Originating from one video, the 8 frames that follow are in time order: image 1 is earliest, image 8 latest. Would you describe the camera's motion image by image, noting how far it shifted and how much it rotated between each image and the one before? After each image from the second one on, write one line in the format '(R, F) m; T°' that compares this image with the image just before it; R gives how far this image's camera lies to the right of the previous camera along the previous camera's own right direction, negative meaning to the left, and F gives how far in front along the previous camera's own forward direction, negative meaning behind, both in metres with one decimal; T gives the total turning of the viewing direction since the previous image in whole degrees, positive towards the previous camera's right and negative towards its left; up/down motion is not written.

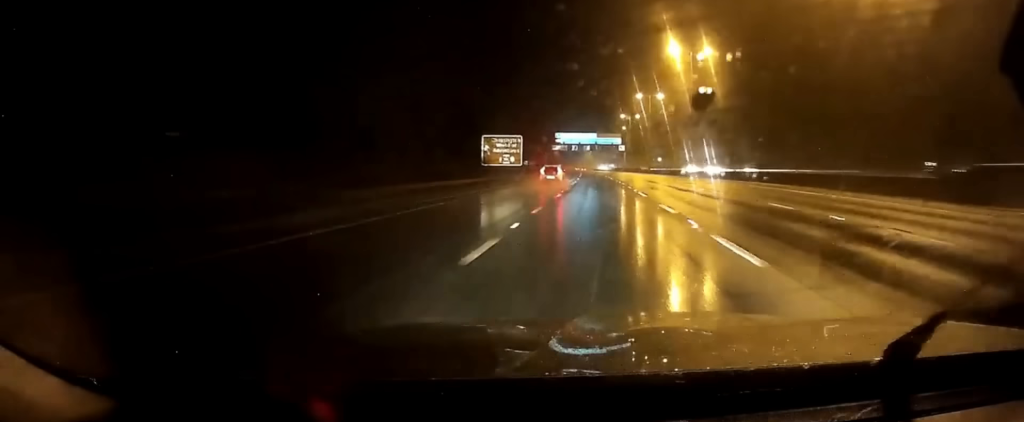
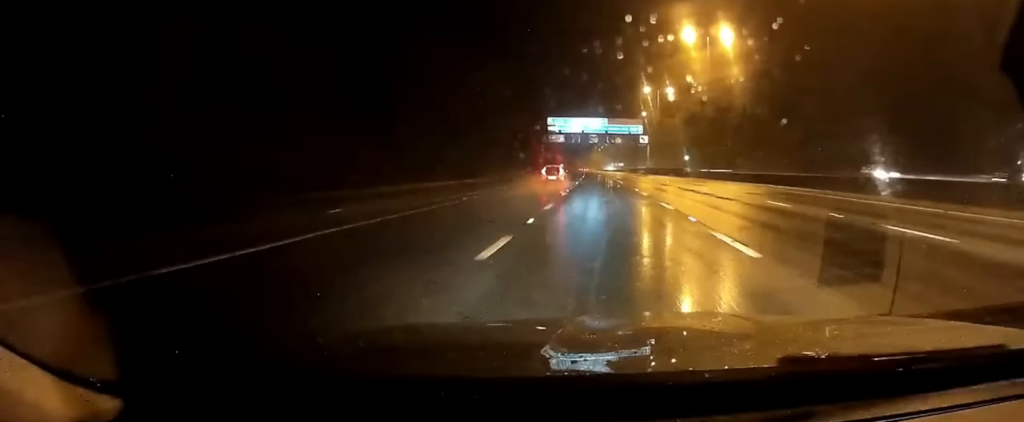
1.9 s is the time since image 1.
(-0.2, +52.5) m; -1°
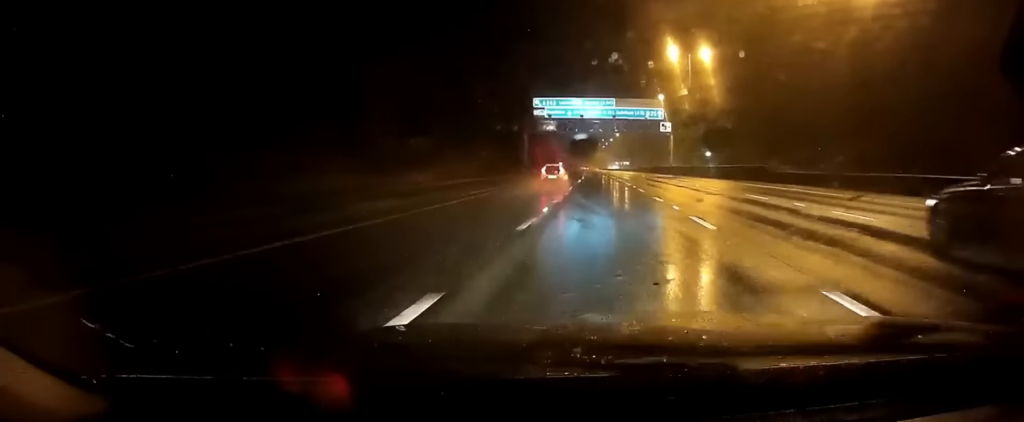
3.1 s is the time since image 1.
(-0.2, +32.4) m; 0°
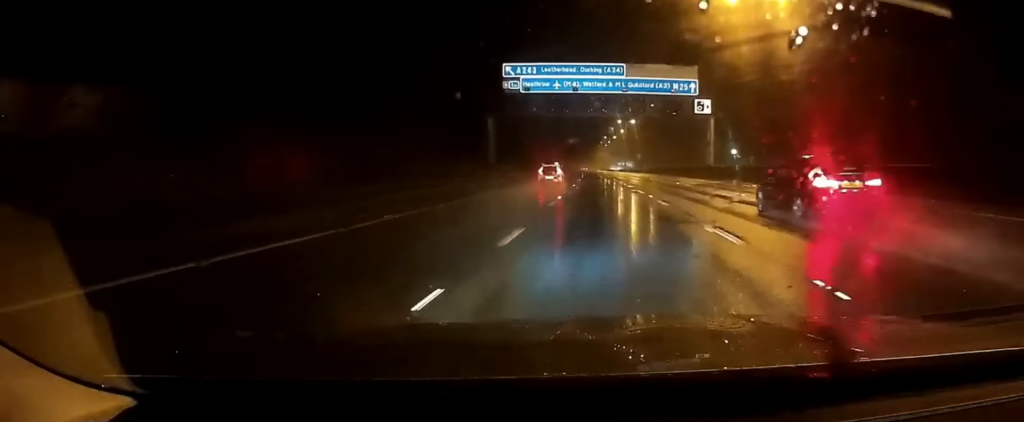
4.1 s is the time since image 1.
(+0.3, +29.6) m; 0°
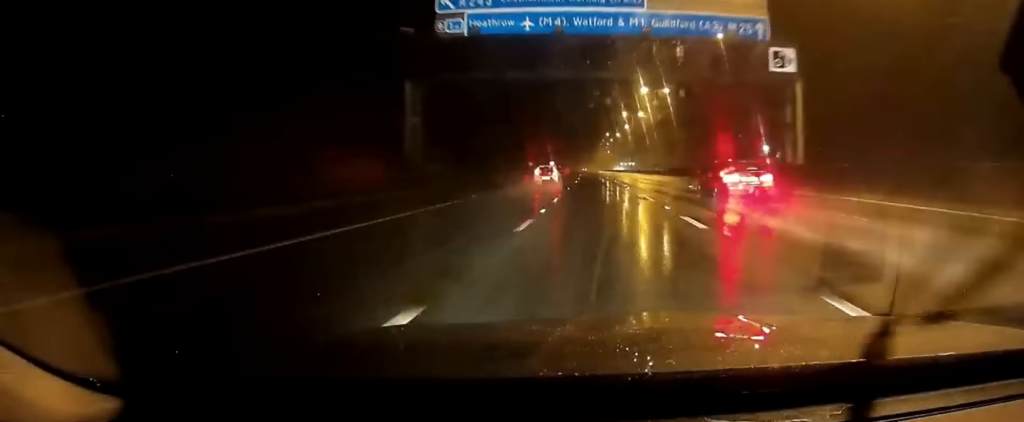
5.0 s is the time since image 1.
(-0.1, +25.0) m; -1°
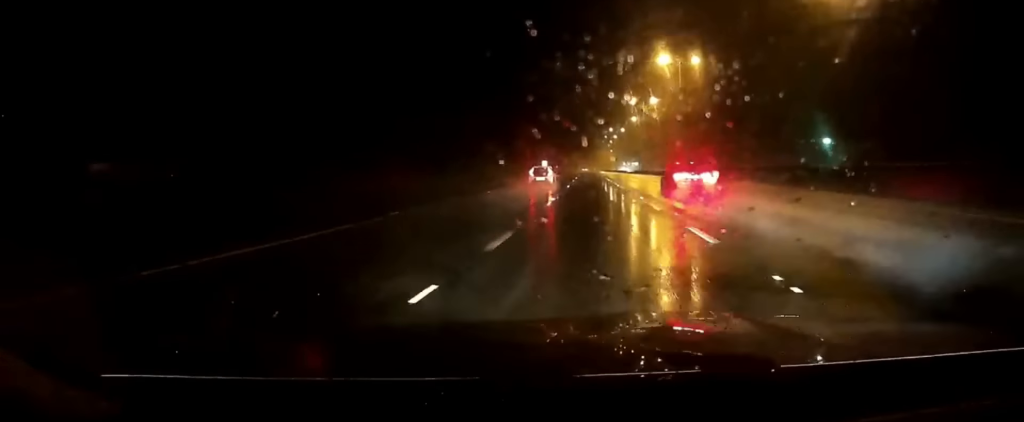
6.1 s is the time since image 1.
(-0.3, +29.4) m; -1°
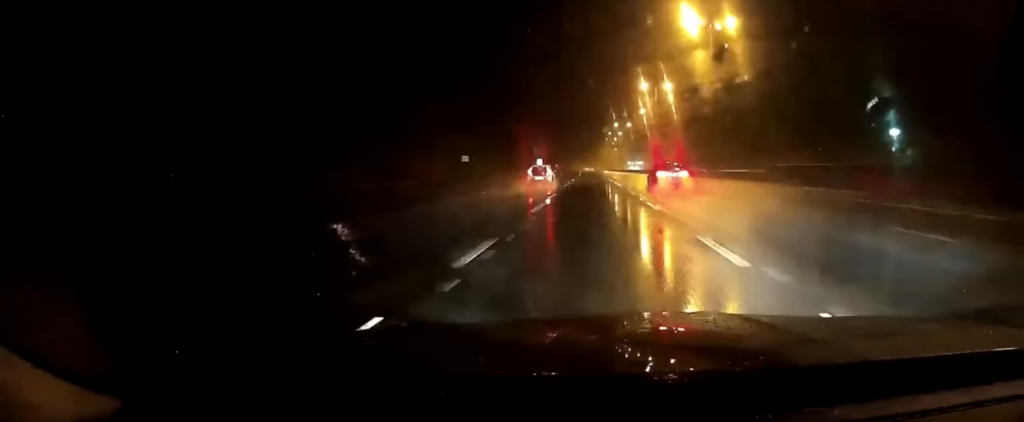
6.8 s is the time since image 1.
(0.0, +19.2) m; -1°
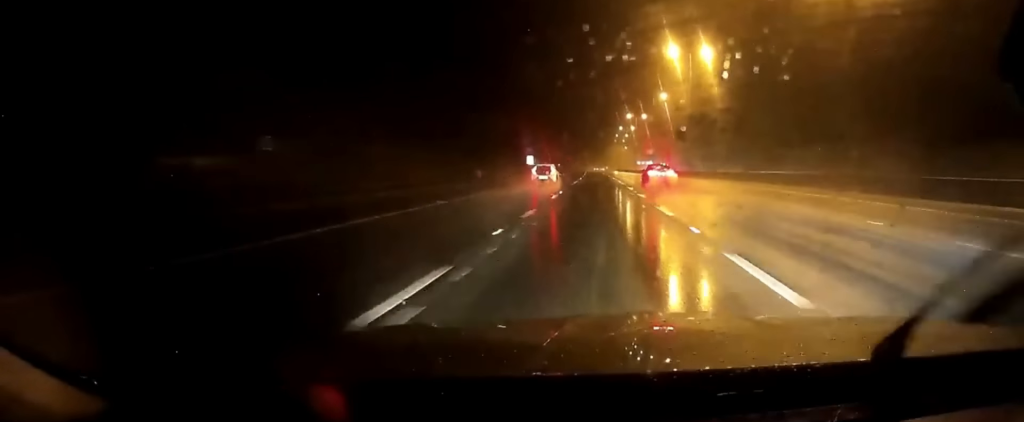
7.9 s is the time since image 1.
(-0.4, +29.2) m; -1°
